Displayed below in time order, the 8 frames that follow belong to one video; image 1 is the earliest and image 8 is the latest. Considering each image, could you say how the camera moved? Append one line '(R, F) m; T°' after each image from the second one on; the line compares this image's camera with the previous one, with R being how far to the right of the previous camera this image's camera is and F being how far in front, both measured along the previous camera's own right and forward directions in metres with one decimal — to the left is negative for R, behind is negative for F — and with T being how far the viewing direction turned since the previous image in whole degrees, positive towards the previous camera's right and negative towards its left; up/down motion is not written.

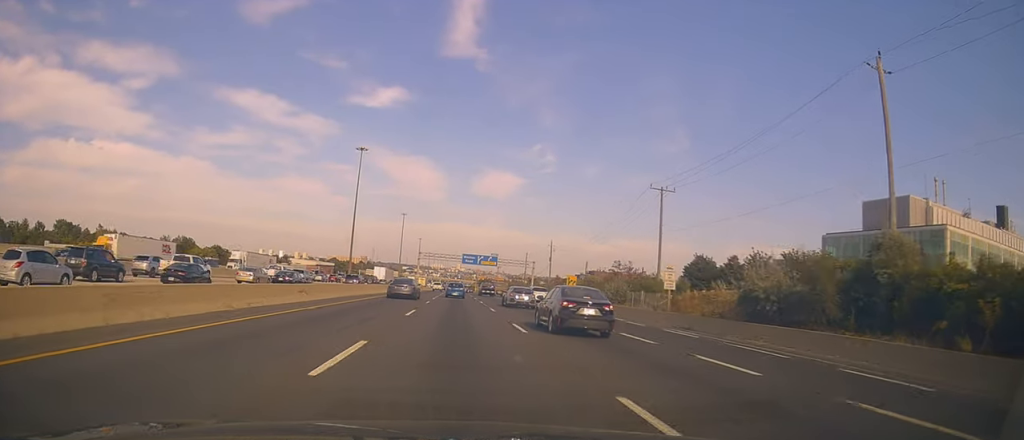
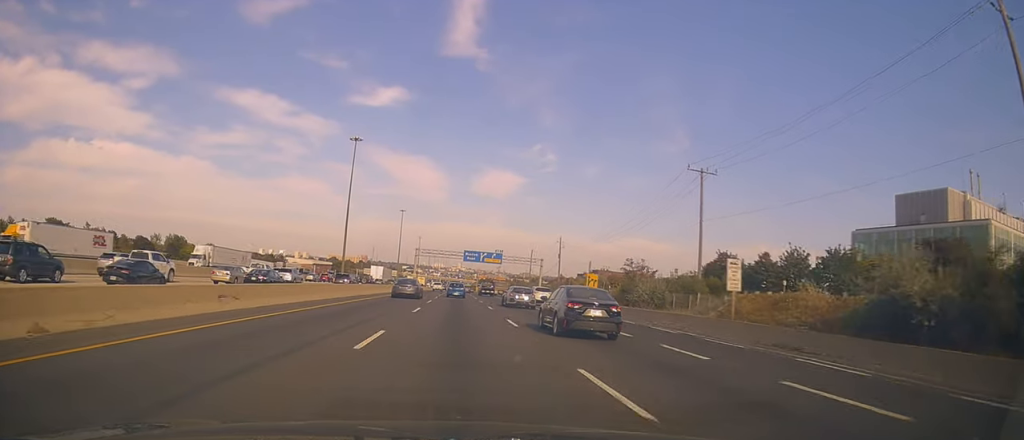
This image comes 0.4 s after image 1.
(0.0, +10.2) m; 0°
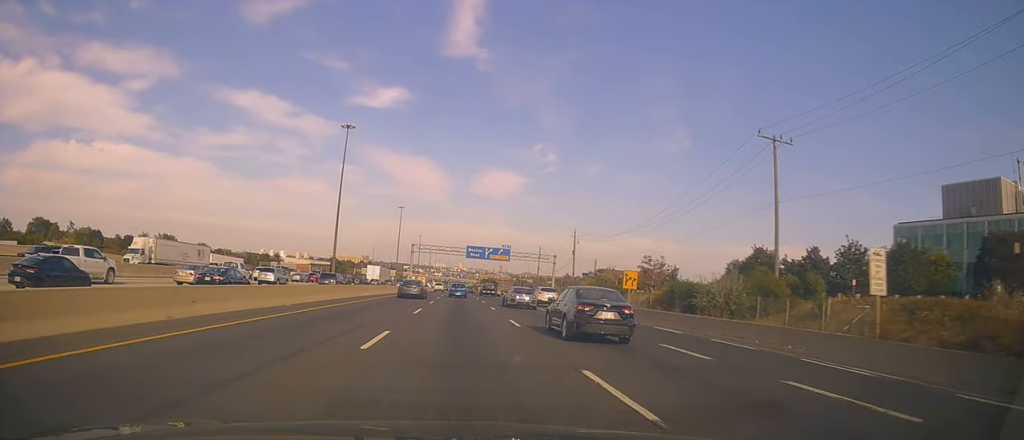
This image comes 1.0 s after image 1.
(0.0, +12.6) m; +1°
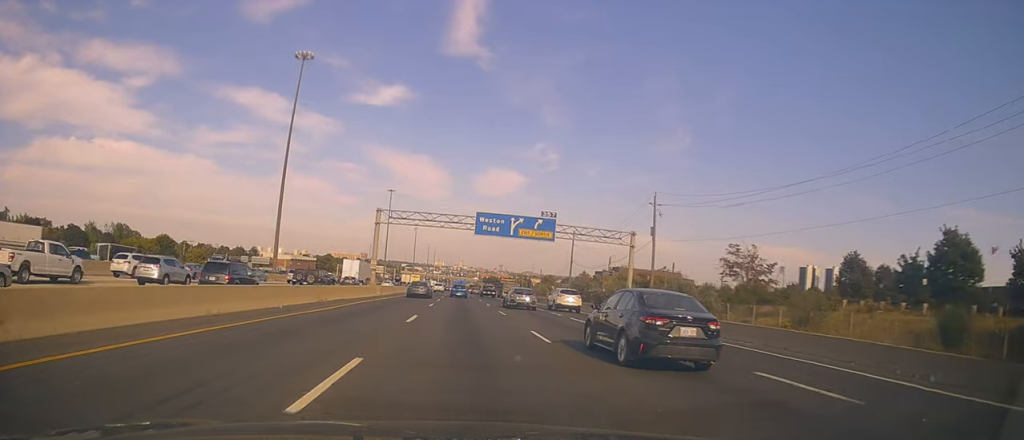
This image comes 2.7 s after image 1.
(+1.2, +41.6) m; +2°
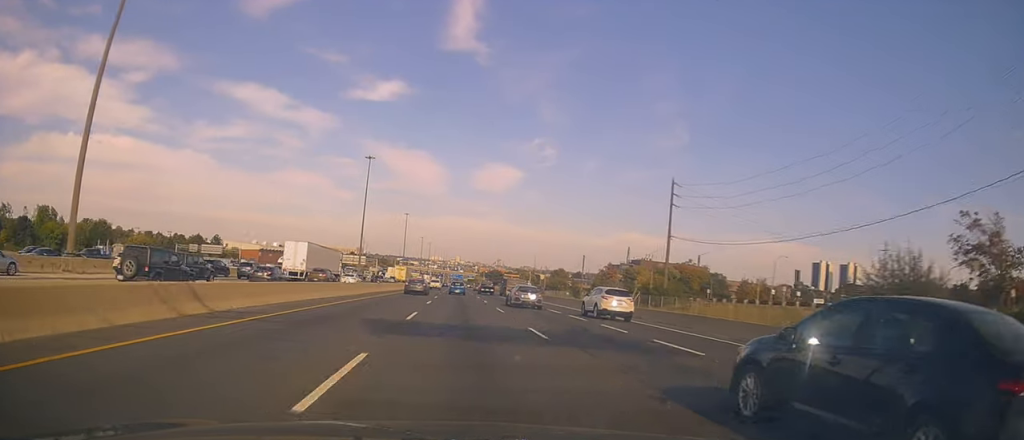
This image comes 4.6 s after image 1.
(-0.8, +47.8) m; 0°
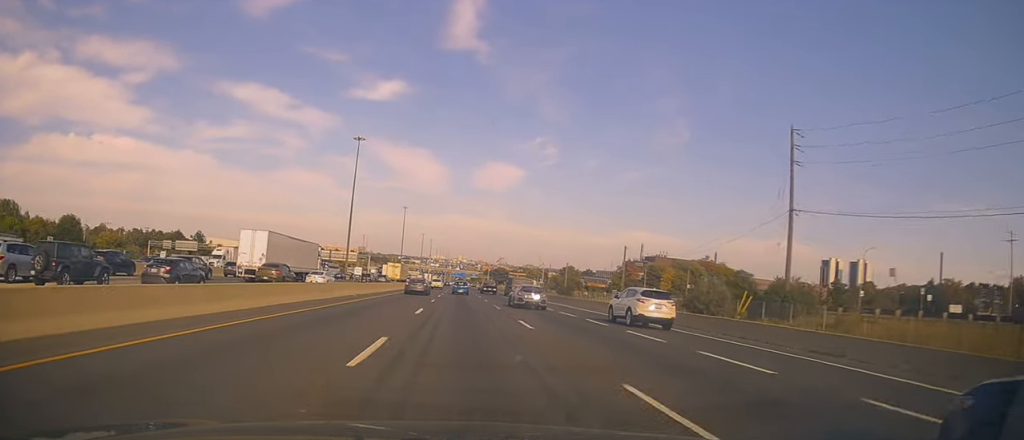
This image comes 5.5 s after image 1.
(+0.1, +21.9) m; 0°
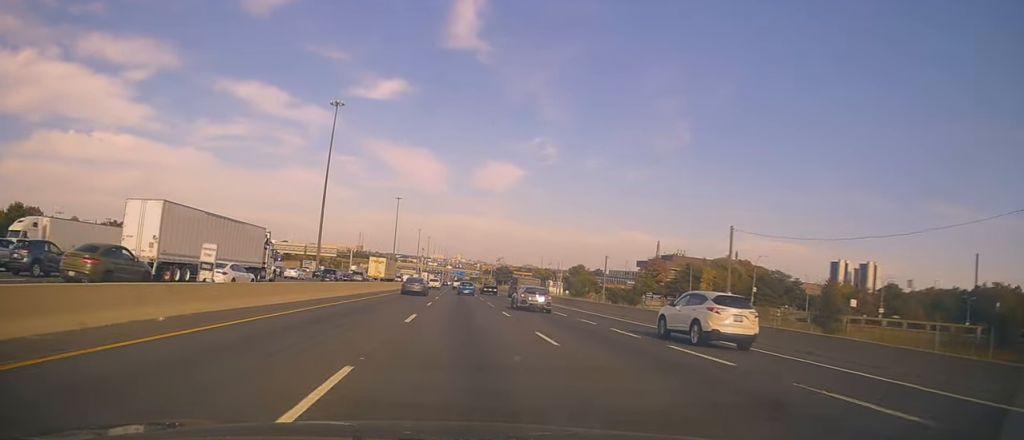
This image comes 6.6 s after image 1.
(-0.3, +29.3) m; 0°
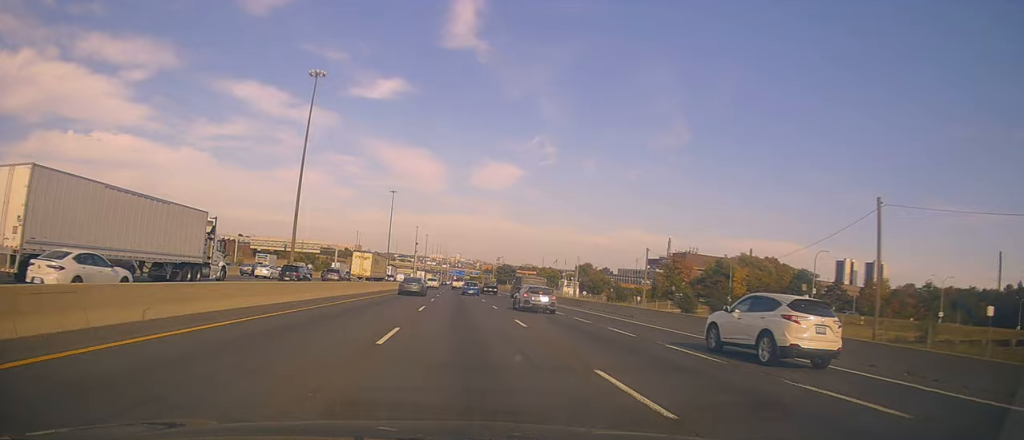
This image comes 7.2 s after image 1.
(+0.2, +17.8) m; 0°
